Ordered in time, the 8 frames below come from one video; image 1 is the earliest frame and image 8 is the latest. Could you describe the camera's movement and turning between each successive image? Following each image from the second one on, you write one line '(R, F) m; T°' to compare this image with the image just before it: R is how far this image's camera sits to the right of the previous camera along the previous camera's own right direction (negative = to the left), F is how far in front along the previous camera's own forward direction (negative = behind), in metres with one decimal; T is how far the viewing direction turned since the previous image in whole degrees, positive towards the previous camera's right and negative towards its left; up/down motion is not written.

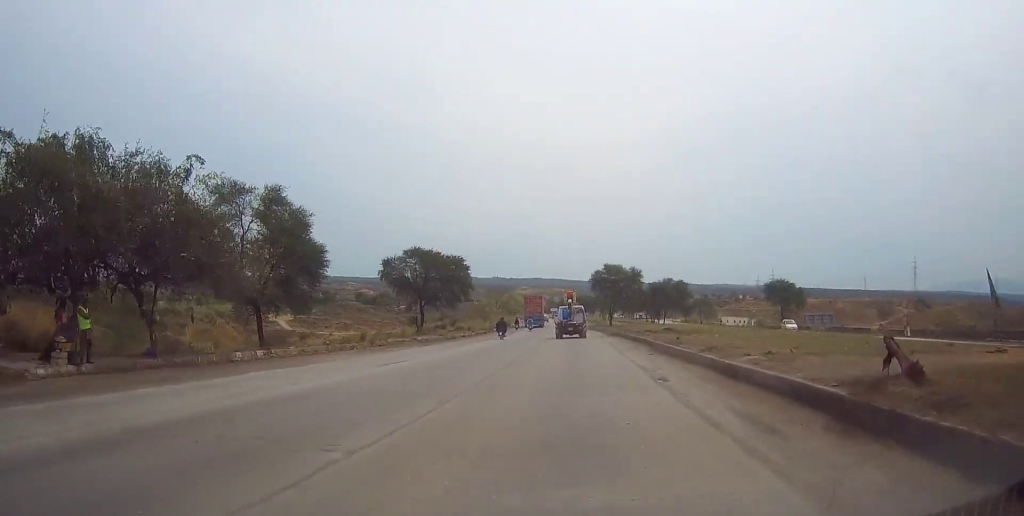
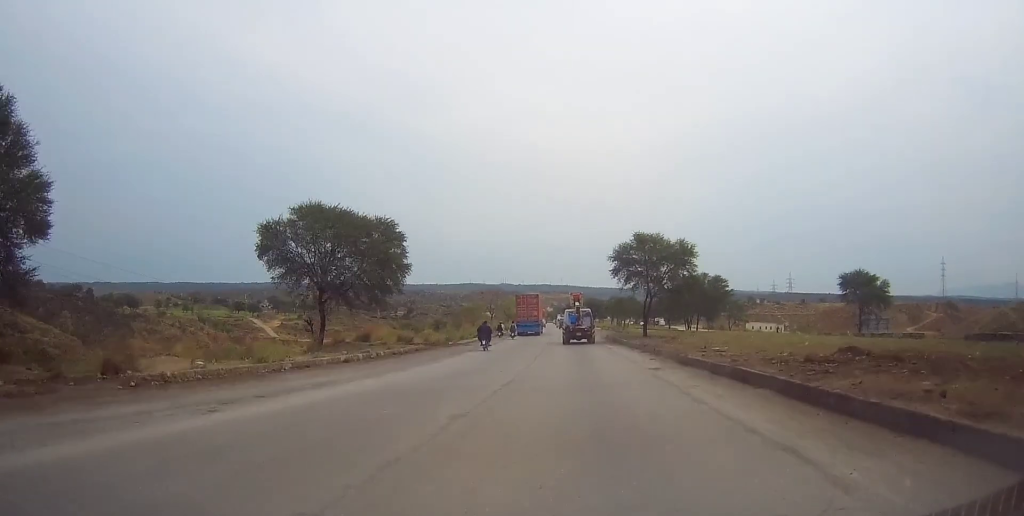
(-0.7, +30.5) m; -2°
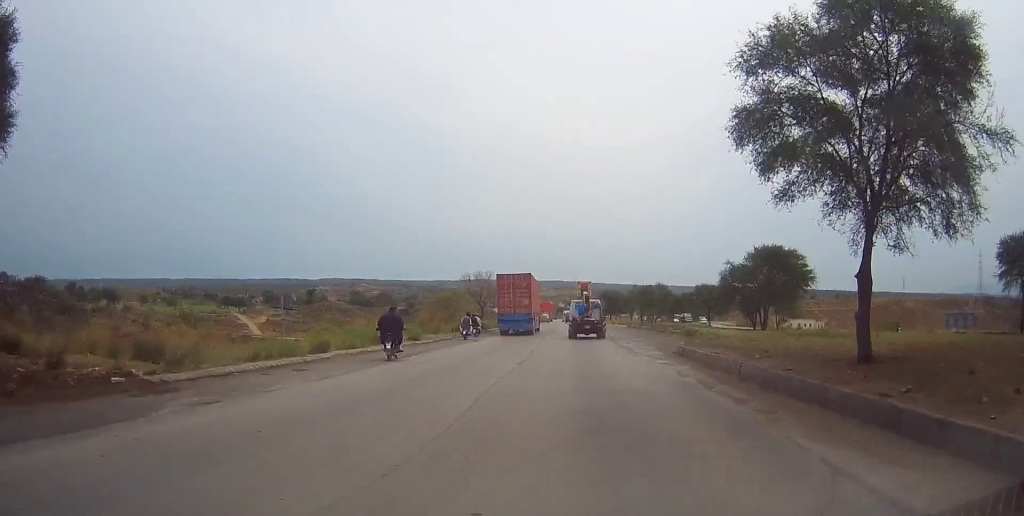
(-0.3, +35.1) m; -2°
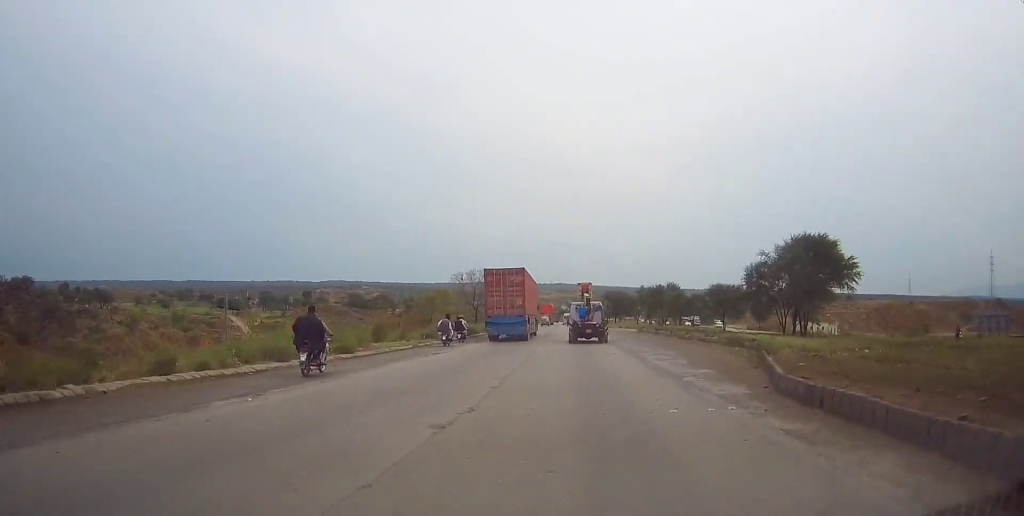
(-0.1, +10.7) m; -1°
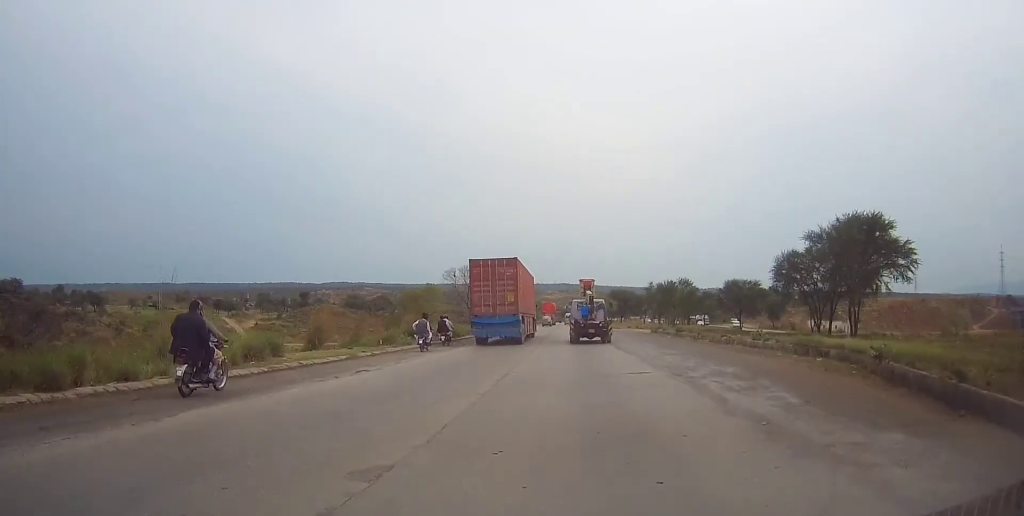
(0.0, +9.3) m; 0°
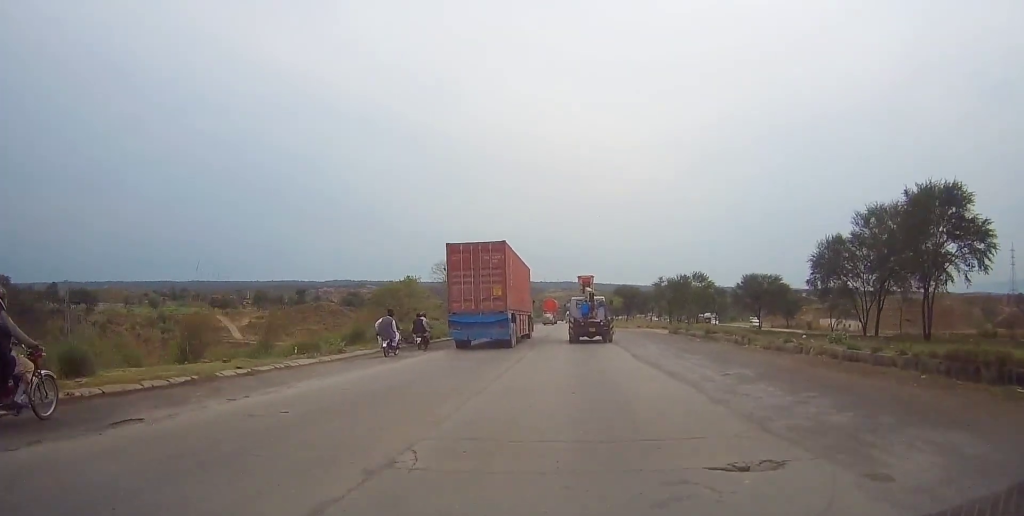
(0.0, +9.9) m; 0°
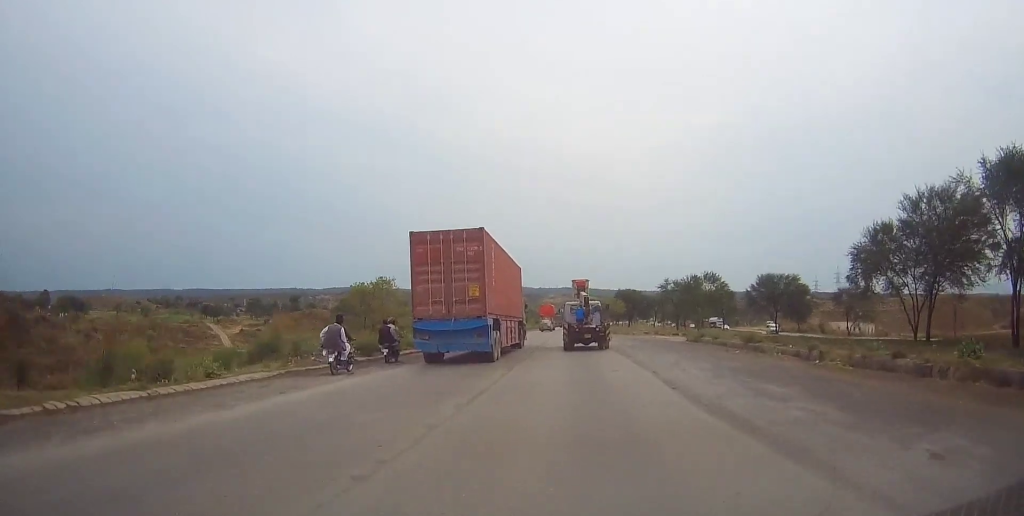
(0.0, +8.4) m; 0°
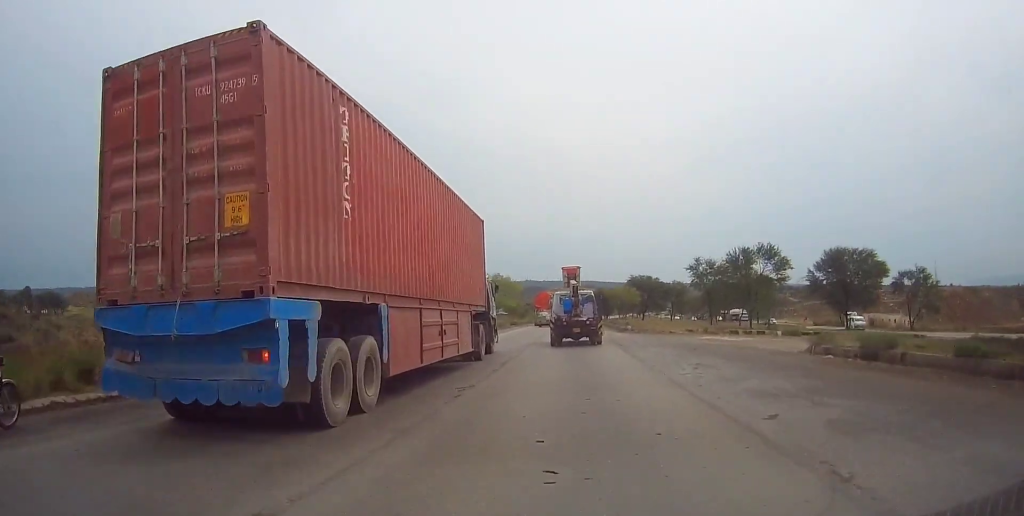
(0.0, +22.9) m; 0°
